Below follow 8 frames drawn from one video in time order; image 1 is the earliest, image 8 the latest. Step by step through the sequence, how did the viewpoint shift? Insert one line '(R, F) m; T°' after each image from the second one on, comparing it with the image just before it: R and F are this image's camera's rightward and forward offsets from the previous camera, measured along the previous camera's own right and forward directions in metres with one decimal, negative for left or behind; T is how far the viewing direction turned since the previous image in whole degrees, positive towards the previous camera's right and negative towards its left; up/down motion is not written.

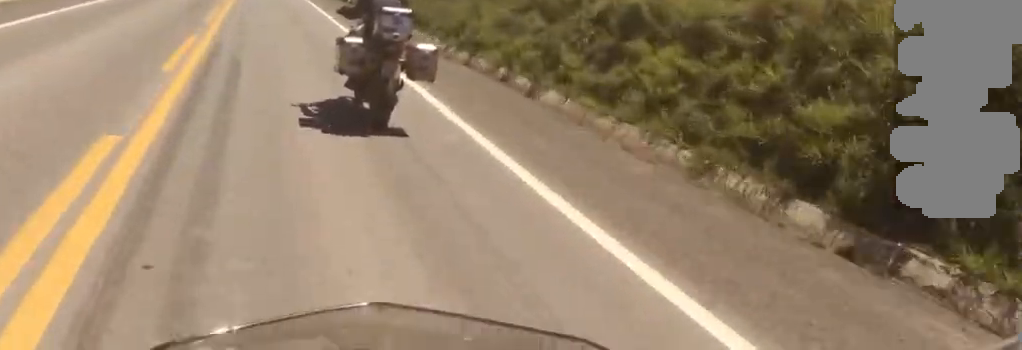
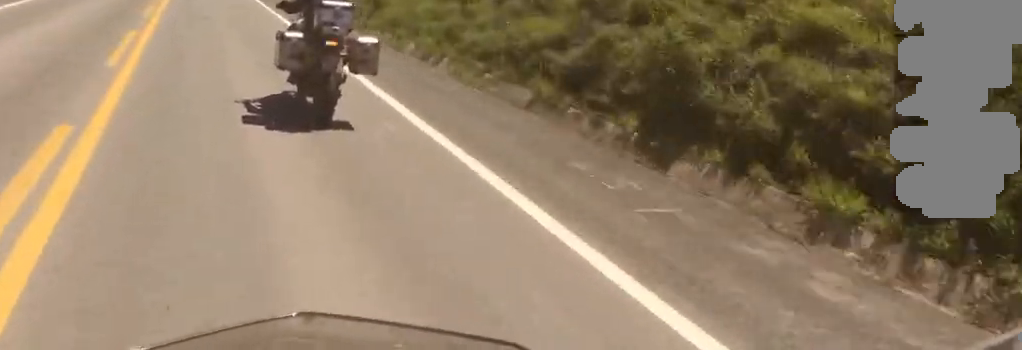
(+0.8, +23.6) m; +1°
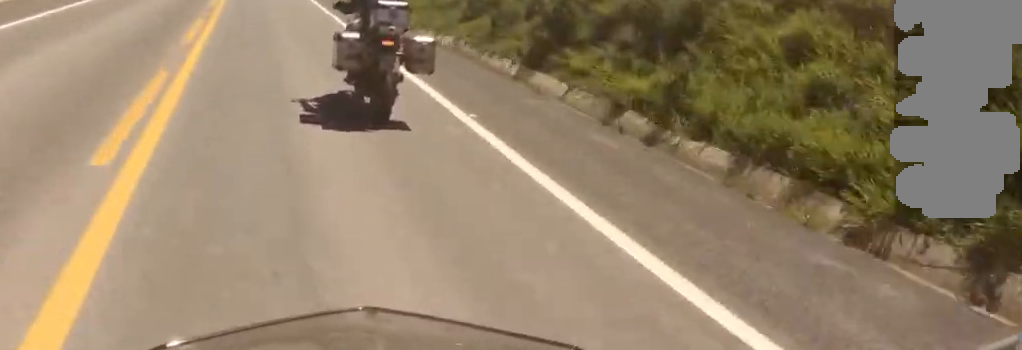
(+0.4, +21.2) m; 0°
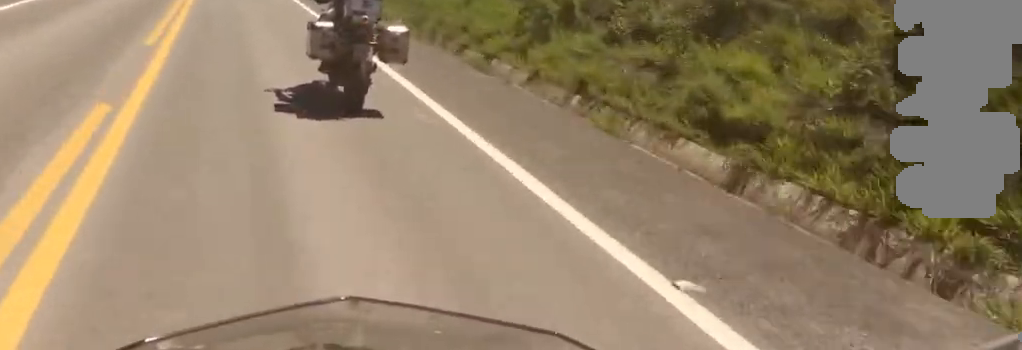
(-0.5, +18.7) m; -1°
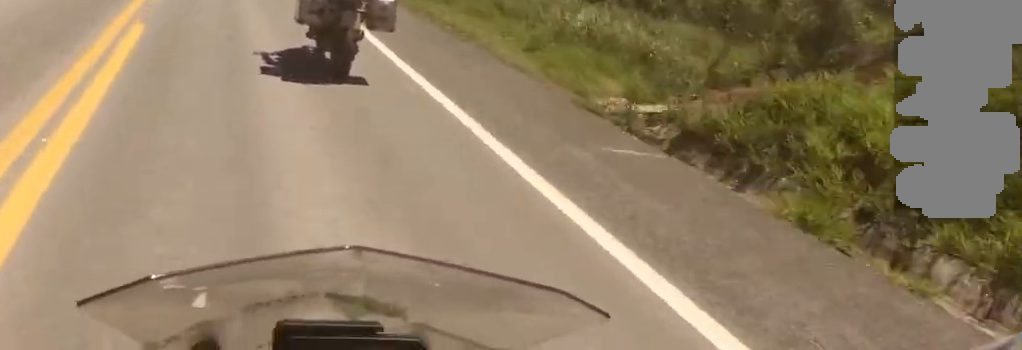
(-0.1, +14.0) m; -1°
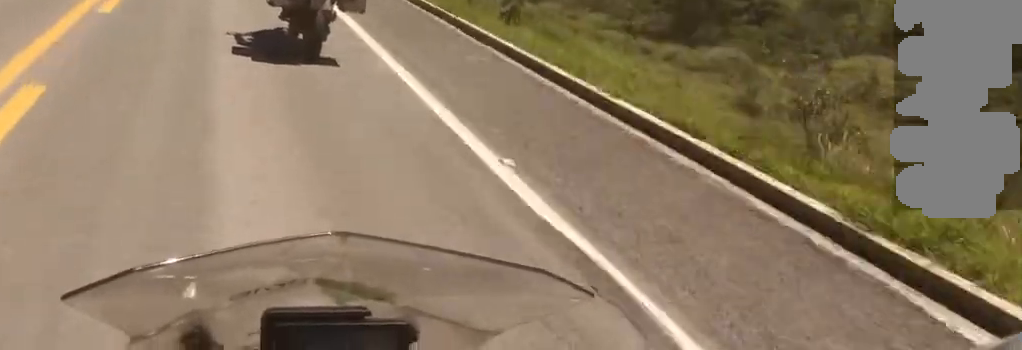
(+0.2, +68.5) m; 0°
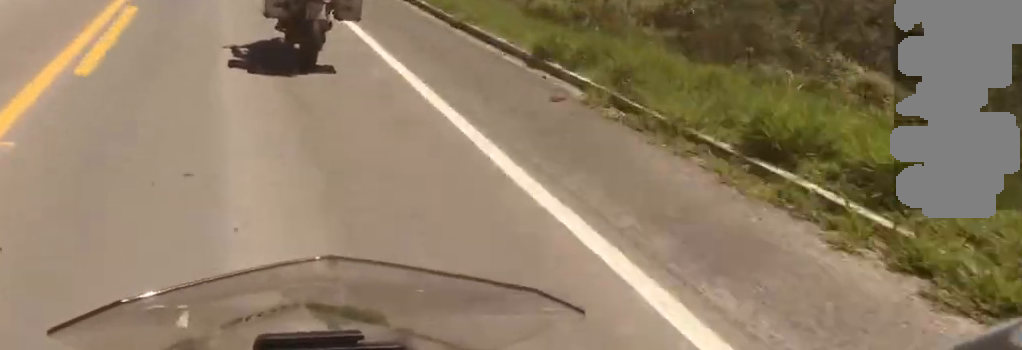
(0.0, +34.6) m; +2°
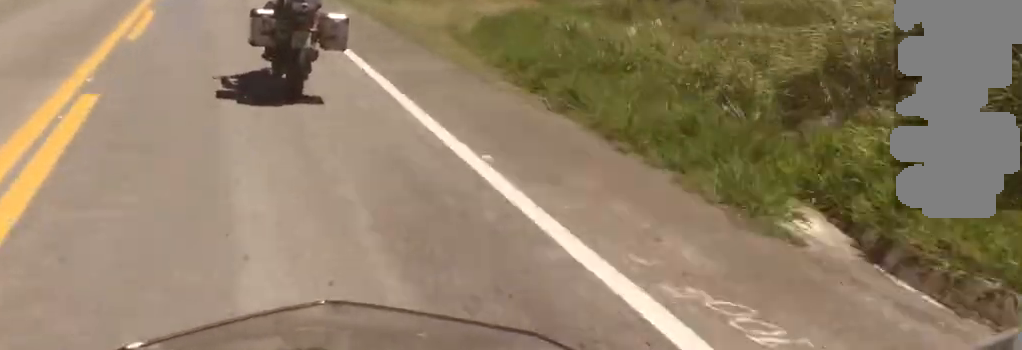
(+1.0, +35.9) m; 0°
